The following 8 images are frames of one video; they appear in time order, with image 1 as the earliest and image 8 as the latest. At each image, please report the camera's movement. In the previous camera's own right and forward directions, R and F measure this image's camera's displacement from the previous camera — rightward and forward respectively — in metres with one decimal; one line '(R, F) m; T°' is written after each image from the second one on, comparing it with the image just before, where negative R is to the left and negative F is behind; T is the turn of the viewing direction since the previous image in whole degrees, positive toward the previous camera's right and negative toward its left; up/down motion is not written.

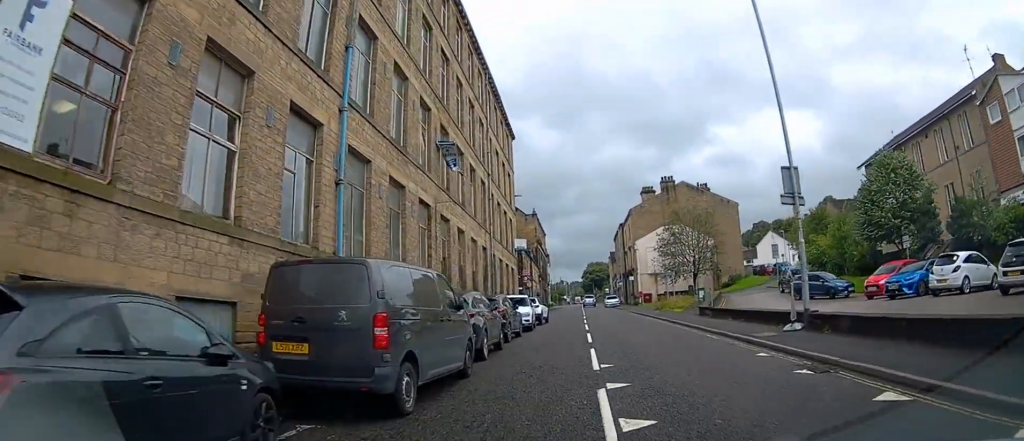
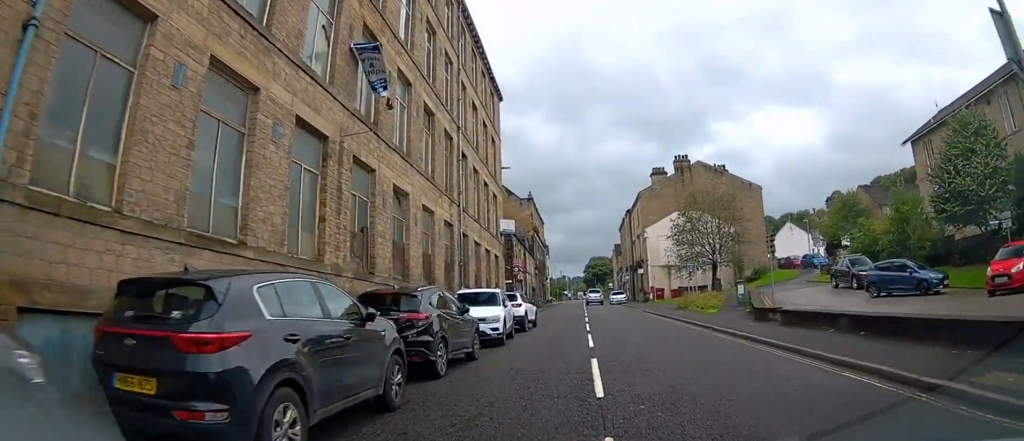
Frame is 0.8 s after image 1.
(0.0, +8.5) m; -1°
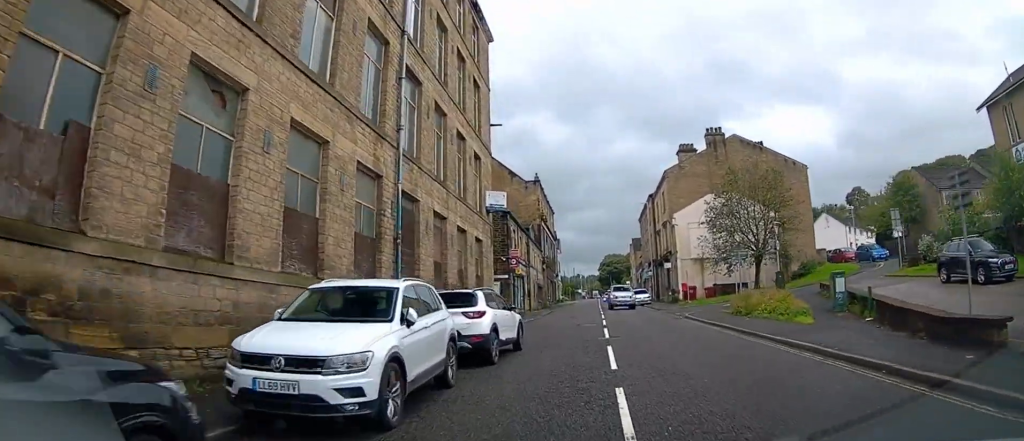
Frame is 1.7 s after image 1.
(-0.1, +10.1) m; 0°
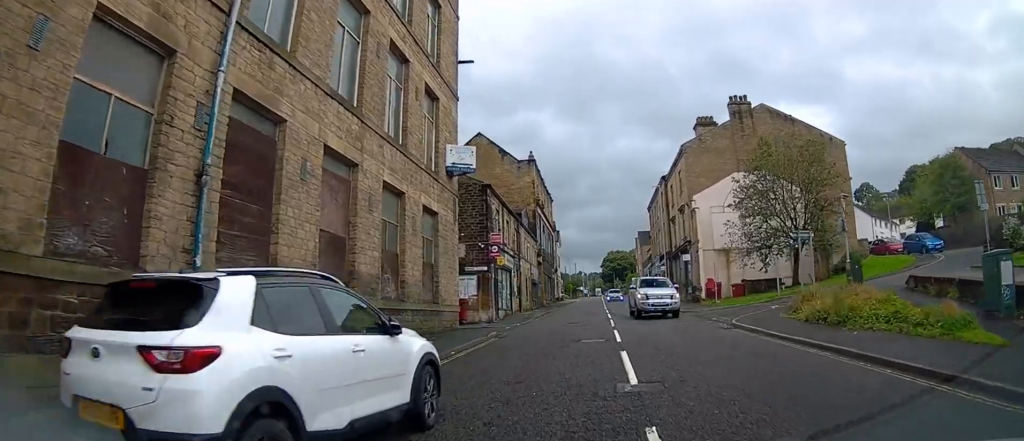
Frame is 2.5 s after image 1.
(0.0, +8.1) m; 0°
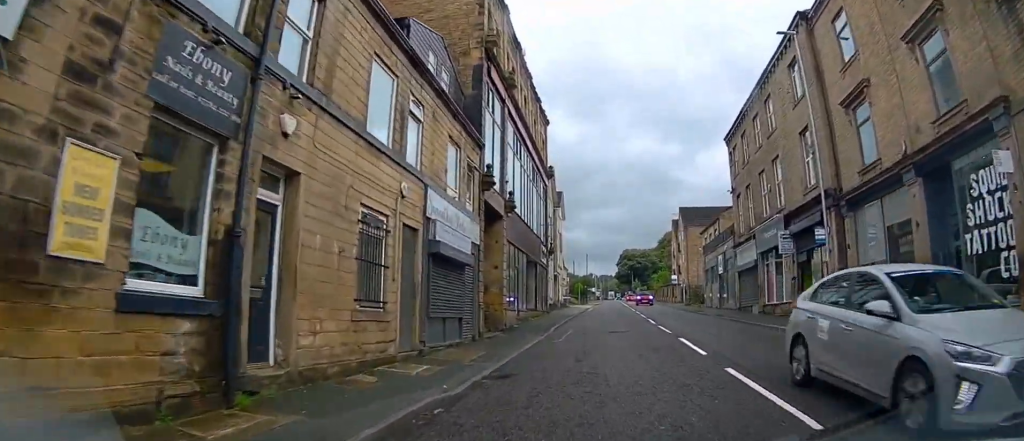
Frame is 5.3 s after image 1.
(-0.5, +32.0) m; -2°
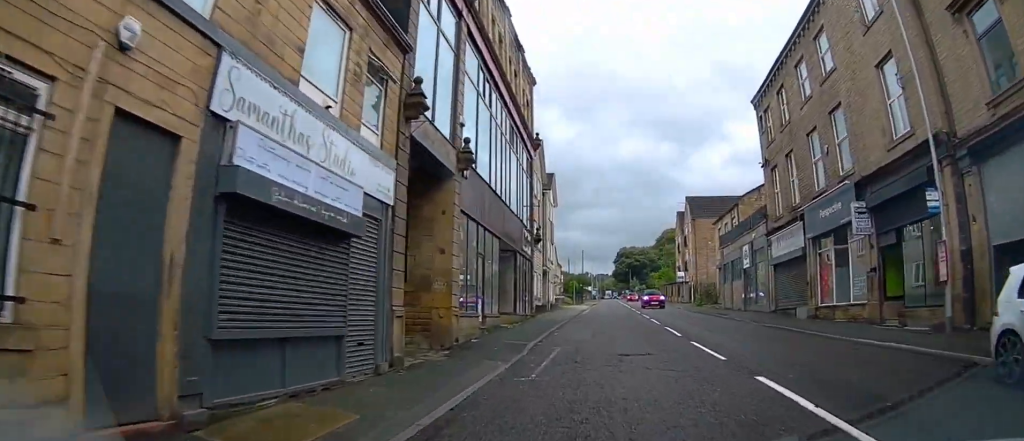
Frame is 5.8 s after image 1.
(0.0, +6.9) m; +1°
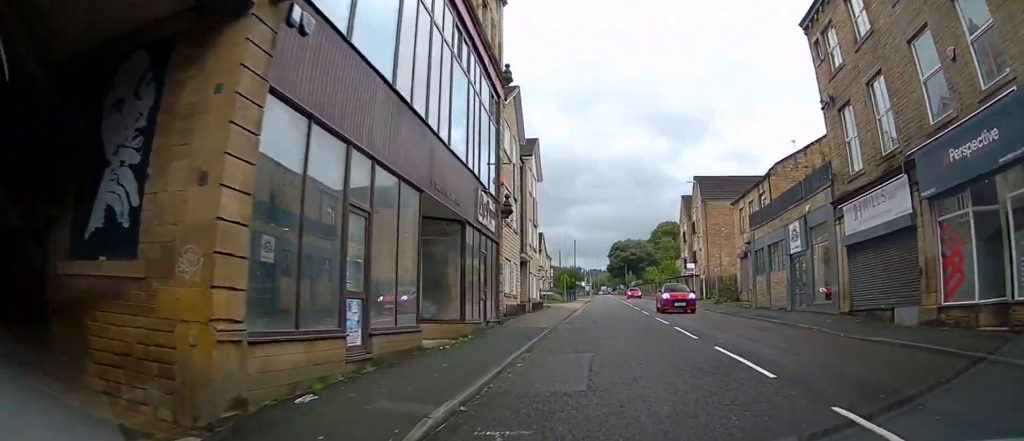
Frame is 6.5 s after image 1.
(+0.1, +8.3) m; +2°
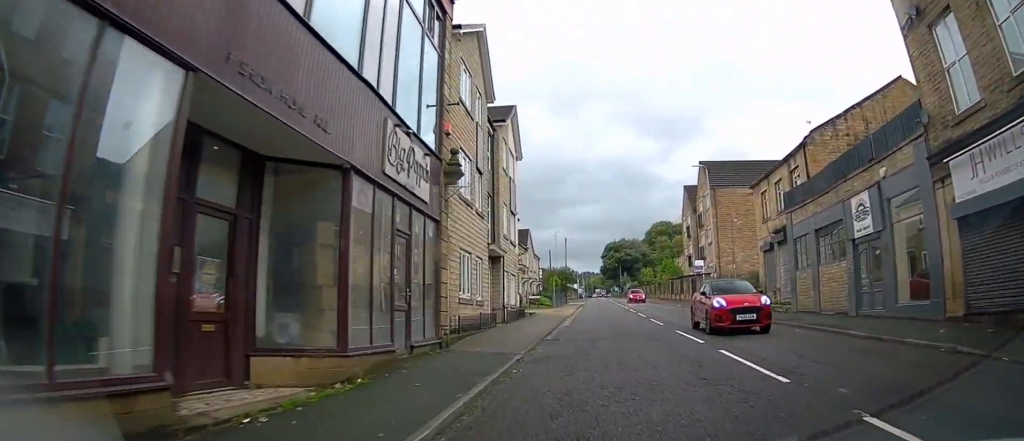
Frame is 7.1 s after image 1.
(+0.1, +6.7) m; 0°
